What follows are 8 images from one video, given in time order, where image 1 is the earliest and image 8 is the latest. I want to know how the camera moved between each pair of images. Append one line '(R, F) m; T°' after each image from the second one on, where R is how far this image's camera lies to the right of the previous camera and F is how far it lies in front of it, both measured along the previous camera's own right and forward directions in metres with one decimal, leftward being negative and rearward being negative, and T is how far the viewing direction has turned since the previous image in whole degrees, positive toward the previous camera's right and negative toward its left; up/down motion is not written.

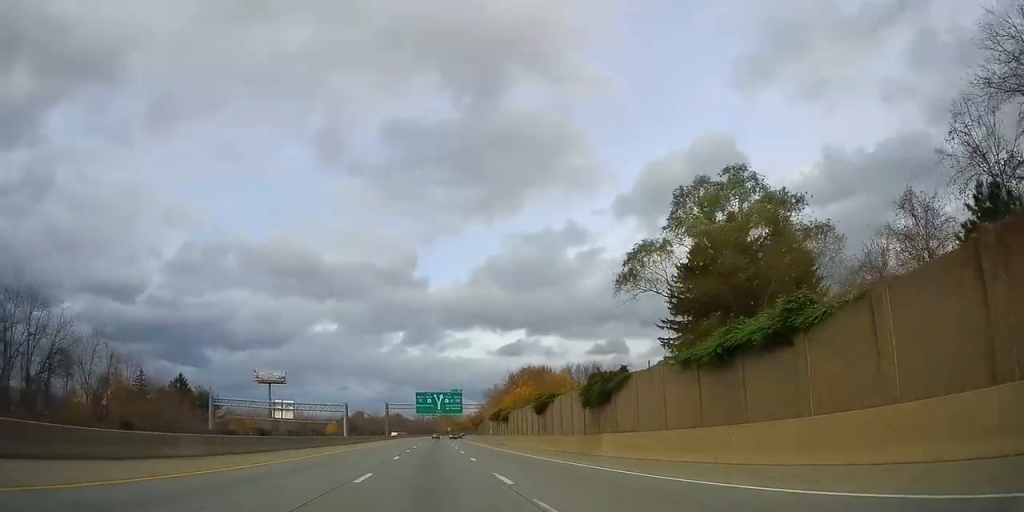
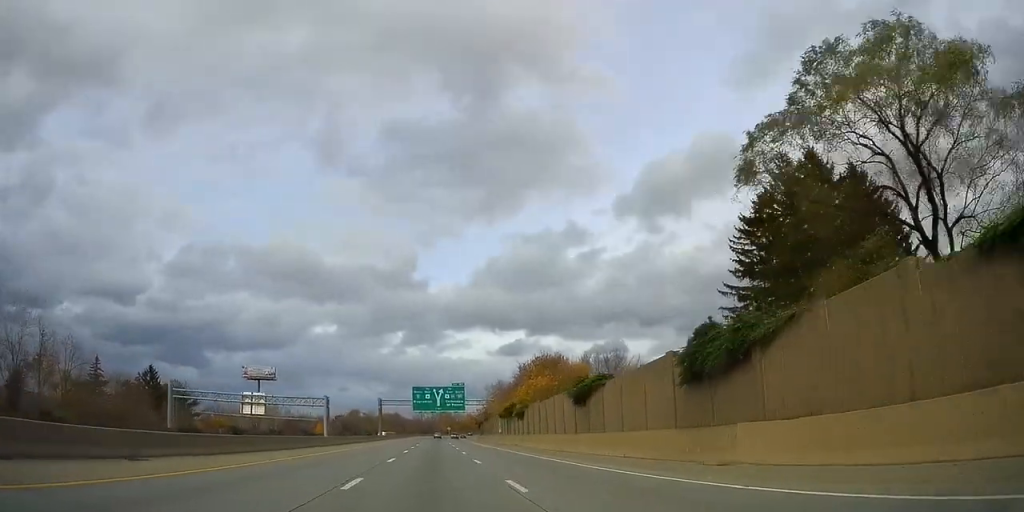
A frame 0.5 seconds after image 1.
(-0.1, +15.8) m; 0°
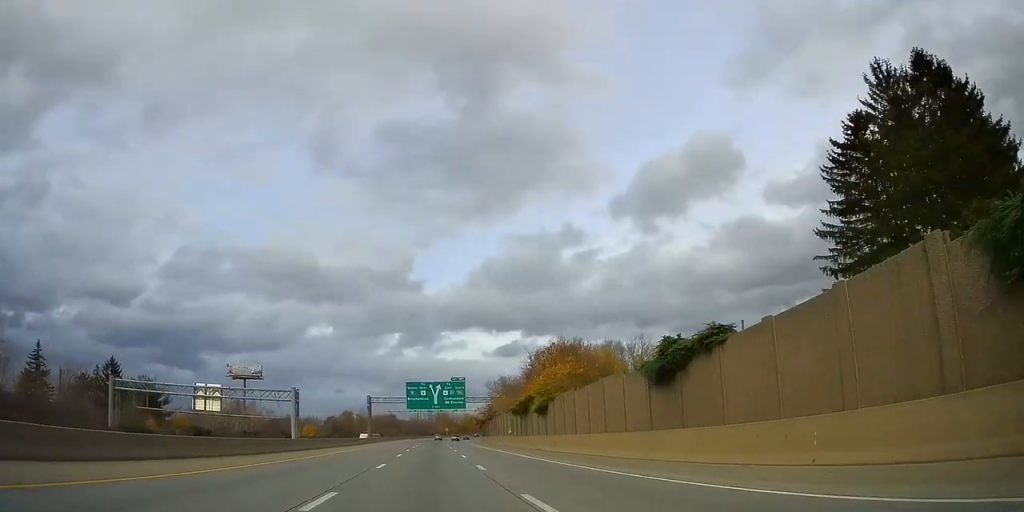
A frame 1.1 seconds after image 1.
(-0.3, +15.8) m; 0°
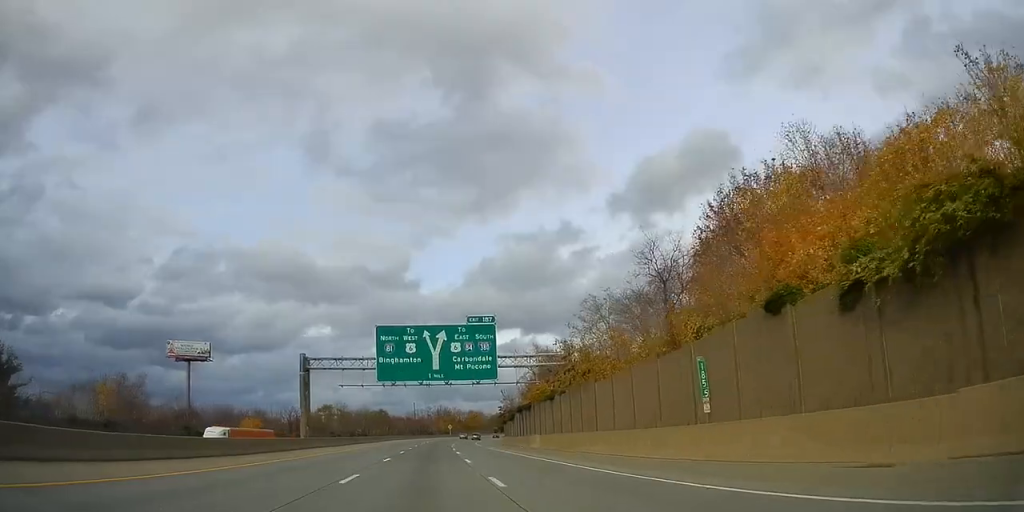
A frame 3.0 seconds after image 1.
(-0.5, +57.0) m; -2°
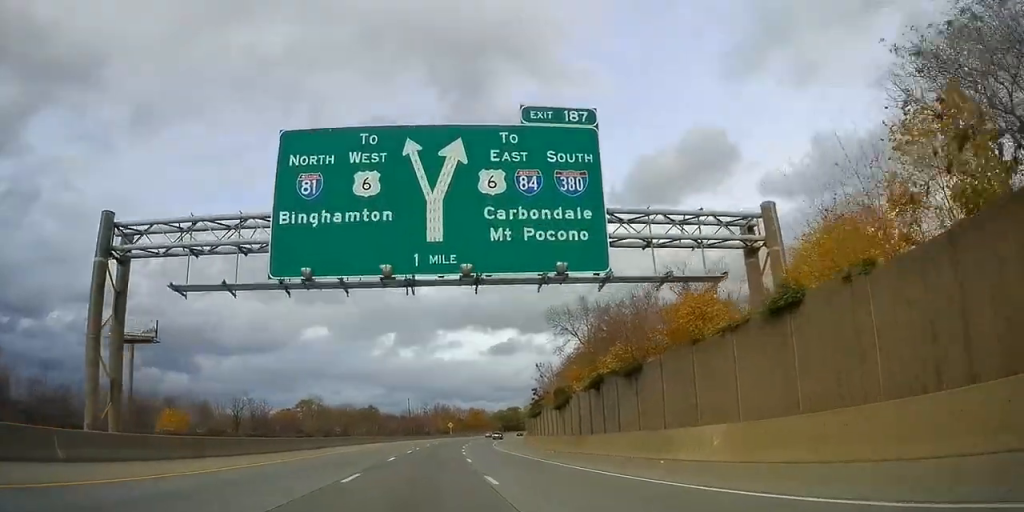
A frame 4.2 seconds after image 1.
(-0.2, +36.7) m; 0°
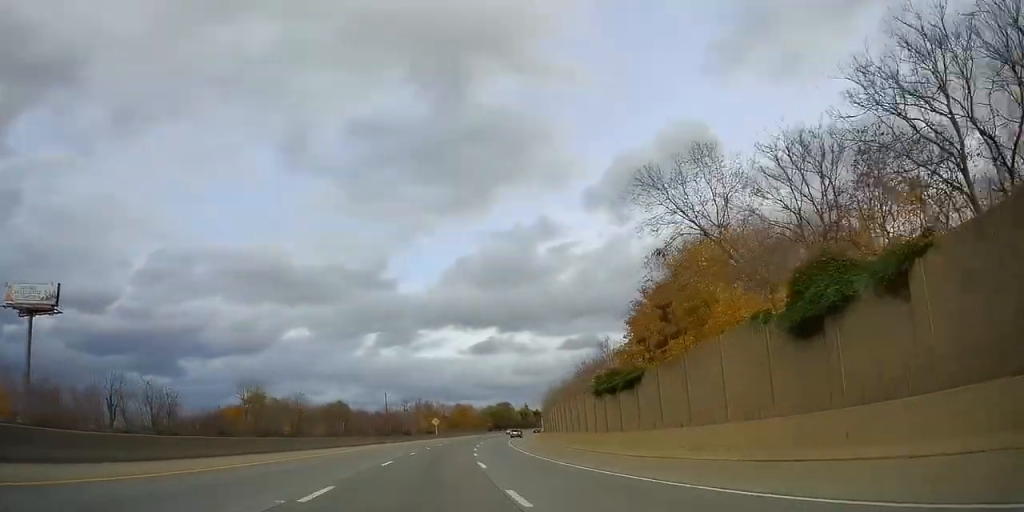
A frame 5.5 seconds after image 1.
(+0.4, +39.1) m; +1°
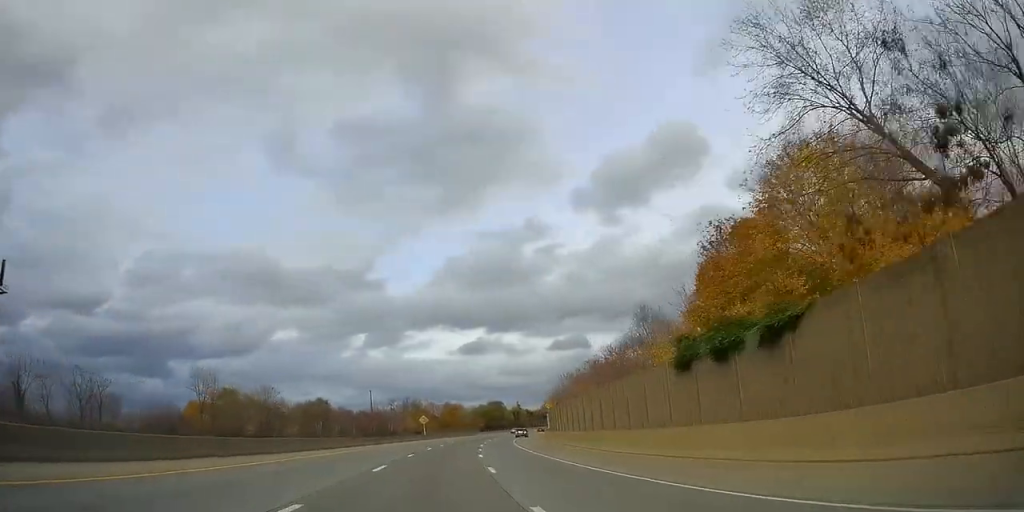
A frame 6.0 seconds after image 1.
(-0.2, +15.9) m; 0°
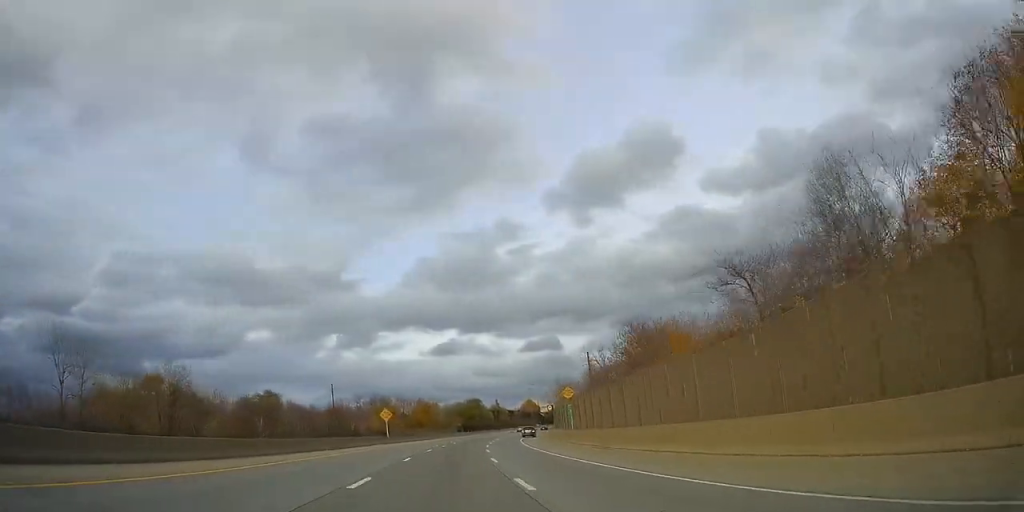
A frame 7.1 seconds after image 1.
(+0.4, +30.8) m; +2°
